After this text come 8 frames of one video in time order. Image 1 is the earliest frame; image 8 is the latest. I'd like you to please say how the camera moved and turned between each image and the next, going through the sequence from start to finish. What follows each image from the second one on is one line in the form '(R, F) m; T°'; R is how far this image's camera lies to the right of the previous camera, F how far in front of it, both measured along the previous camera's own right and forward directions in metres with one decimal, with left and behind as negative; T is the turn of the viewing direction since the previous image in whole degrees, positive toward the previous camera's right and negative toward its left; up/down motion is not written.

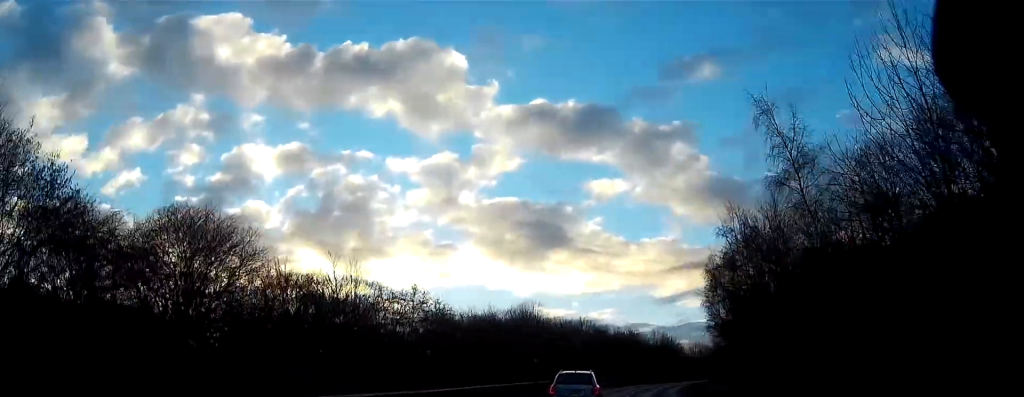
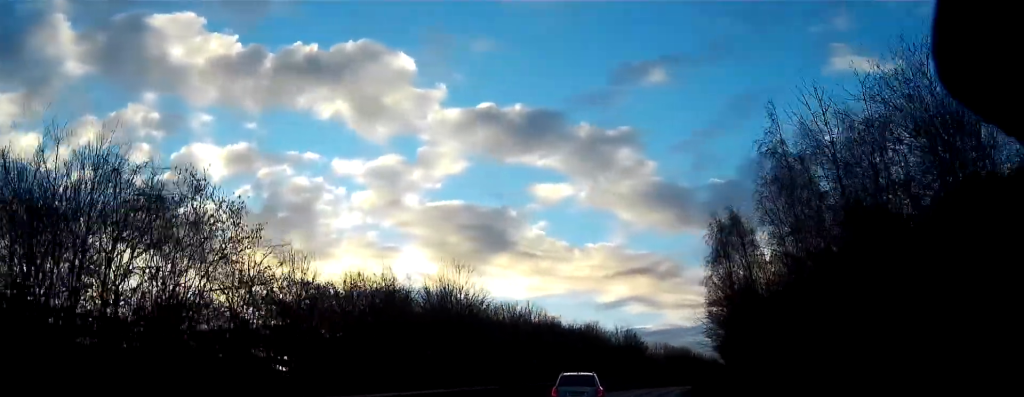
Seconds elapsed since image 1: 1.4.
(+0.8, +21.3) m; +5°
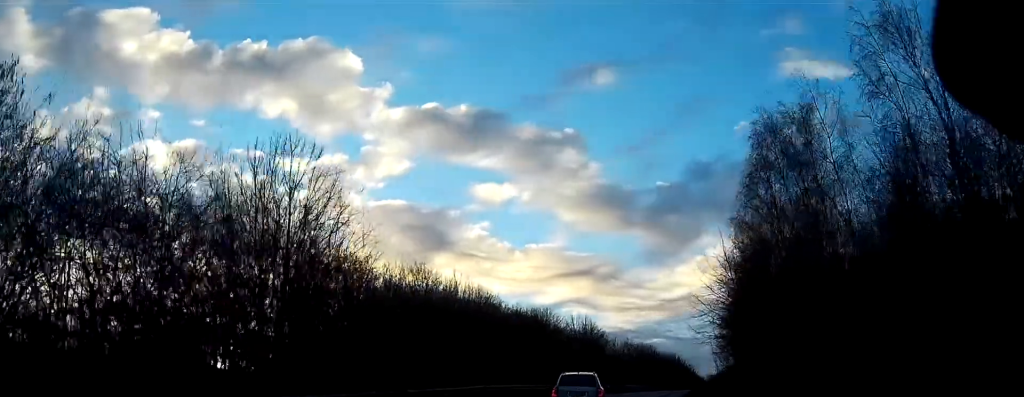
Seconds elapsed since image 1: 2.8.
(+1.0, +20.7) m; +5°
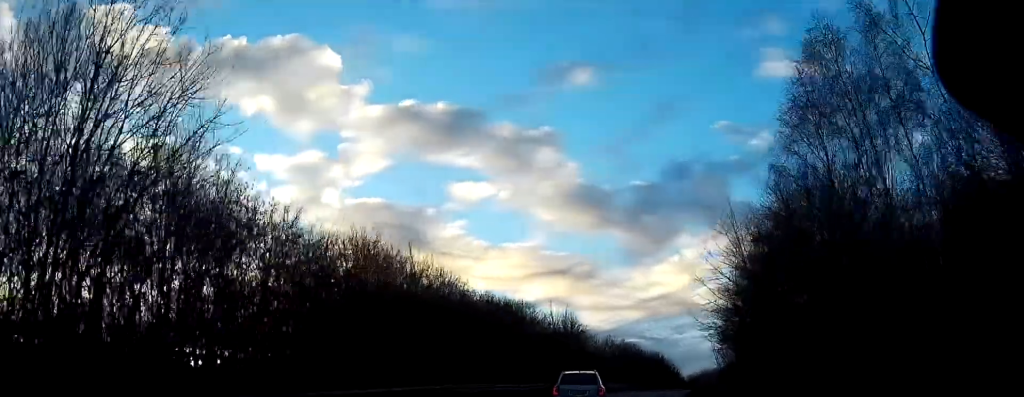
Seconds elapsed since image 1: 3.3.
(+0.1, +8.6) m; +2°
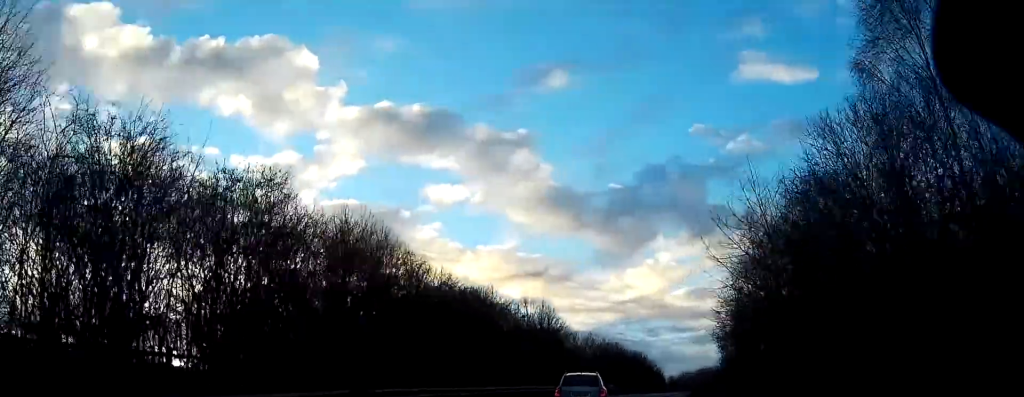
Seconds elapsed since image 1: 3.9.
(+0.1, +9.1) m; +2°
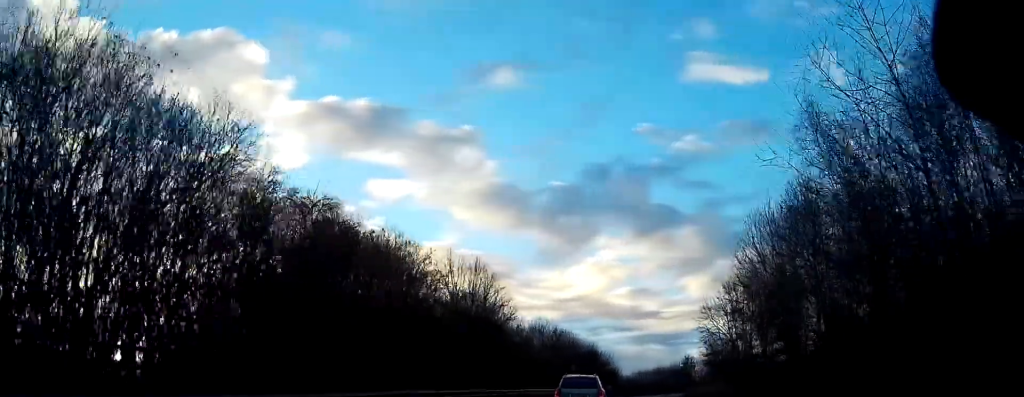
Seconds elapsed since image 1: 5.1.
(+0.7, +18.2) m; +5°
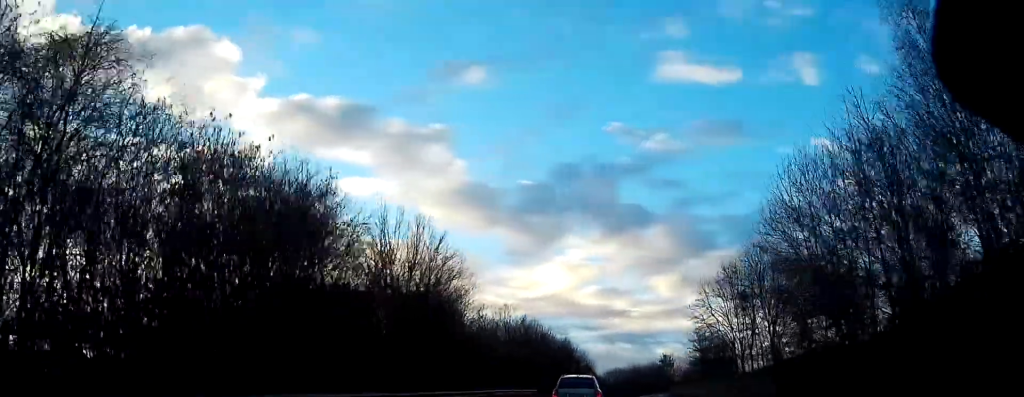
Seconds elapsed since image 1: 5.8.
(+0.3, +10.3) m; +2°
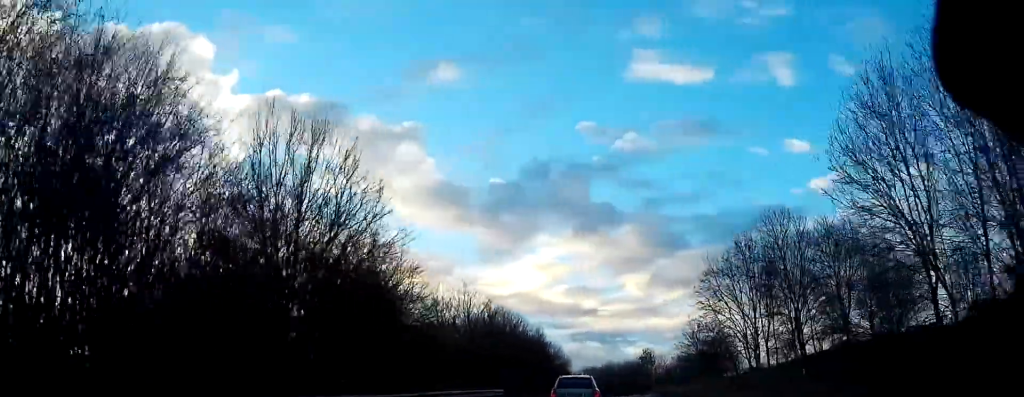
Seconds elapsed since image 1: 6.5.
(+0.2, +10.9) m; +2°
